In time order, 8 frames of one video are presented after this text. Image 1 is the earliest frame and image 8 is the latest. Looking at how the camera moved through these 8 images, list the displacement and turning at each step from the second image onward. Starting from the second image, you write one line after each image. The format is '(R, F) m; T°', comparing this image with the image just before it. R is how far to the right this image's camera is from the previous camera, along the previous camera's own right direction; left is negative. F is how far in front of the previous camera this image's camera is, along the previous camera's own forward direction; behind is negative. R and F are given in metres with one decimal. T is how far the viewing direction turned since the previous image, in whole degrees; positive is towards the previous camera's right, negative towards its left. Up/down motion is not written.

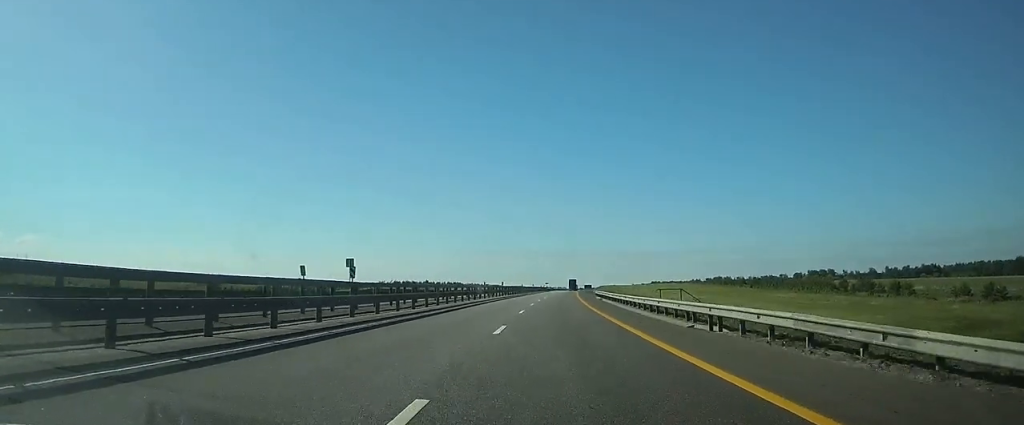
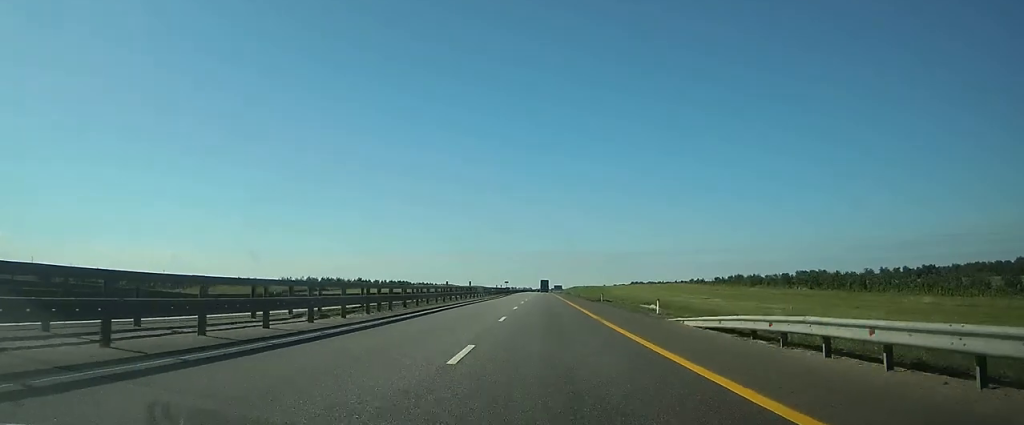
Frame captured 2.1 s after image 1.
(+2.3, +66.3) m; +4°
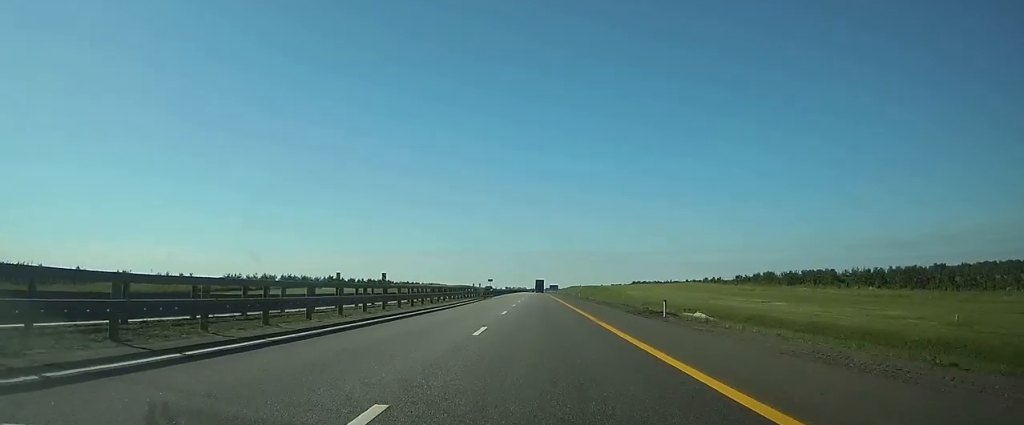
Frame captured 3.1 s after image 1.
(+0.3, +30.5) m; +1°
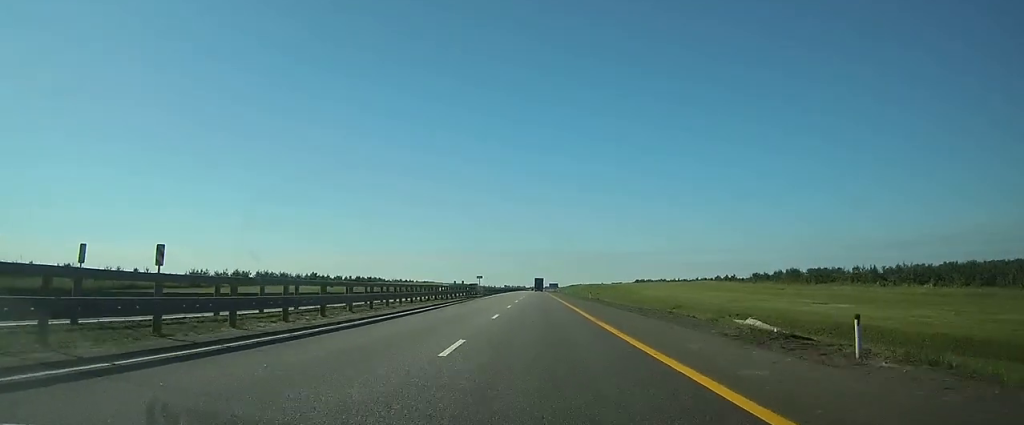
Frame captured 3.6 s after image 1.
(+0.1, +16.8) m; 0°
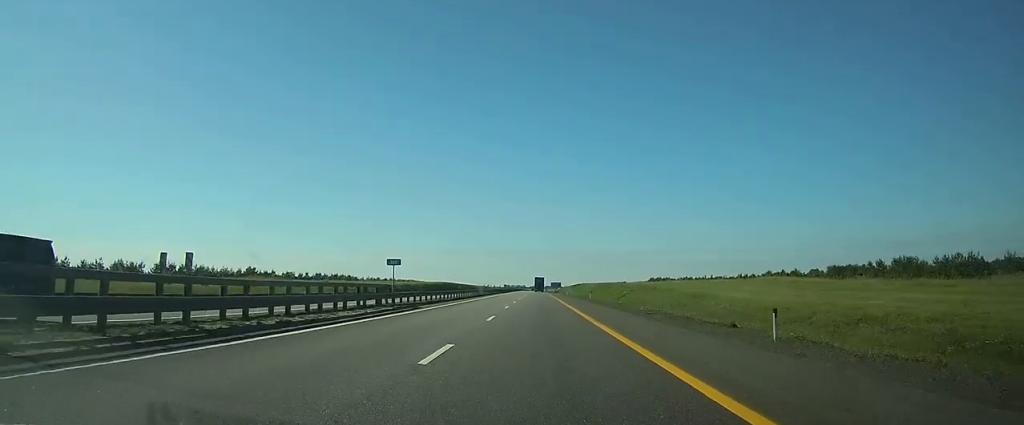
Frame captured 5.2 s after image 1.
(+0.2, +49.2) m; 0°
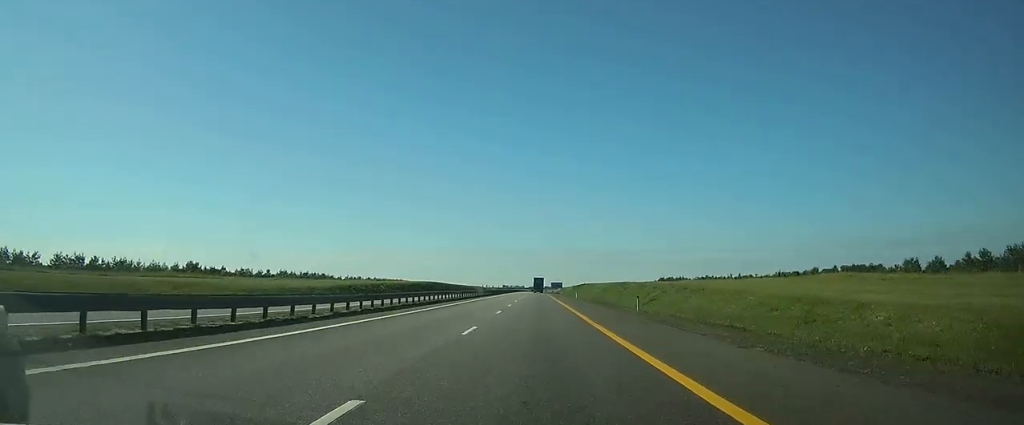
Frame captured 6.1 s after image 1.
(0.0, +30.2) m; 0°
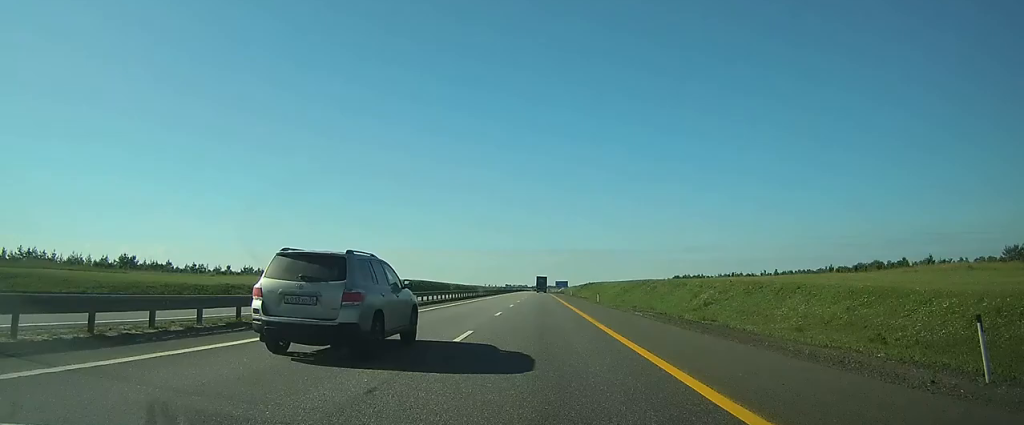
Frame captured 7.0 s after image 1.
(0.0, +26.1) m; 0°
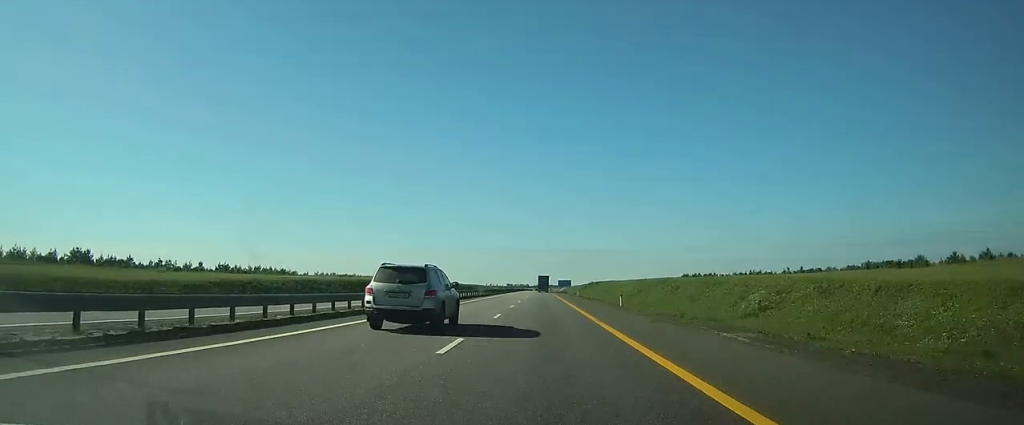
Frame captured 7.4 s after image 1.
(0.0, +14.6) m; 0°
